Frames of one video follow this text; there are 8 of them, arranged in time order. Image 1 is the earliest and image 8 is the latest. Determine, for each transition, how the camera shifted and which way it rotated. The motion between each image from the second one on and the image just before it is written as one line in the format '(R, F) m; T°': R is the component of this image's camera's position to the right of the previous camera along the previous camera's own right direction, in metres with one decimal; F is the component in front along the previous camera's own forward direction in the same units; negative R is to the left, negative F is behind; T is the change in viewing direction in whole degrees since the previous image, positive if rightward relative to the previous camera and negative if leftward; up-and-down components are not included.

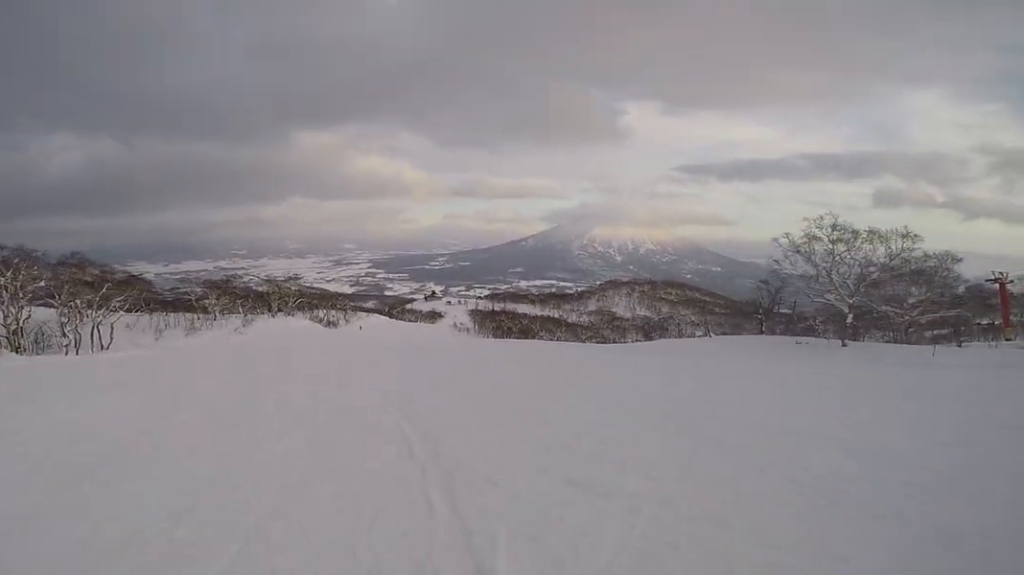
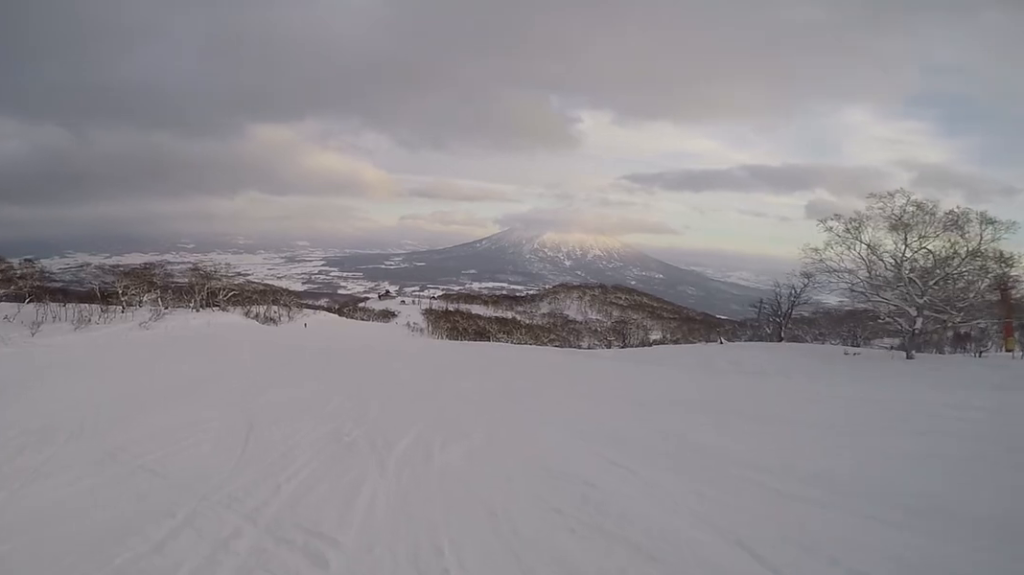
(+0.1, +11.1) m; -5°
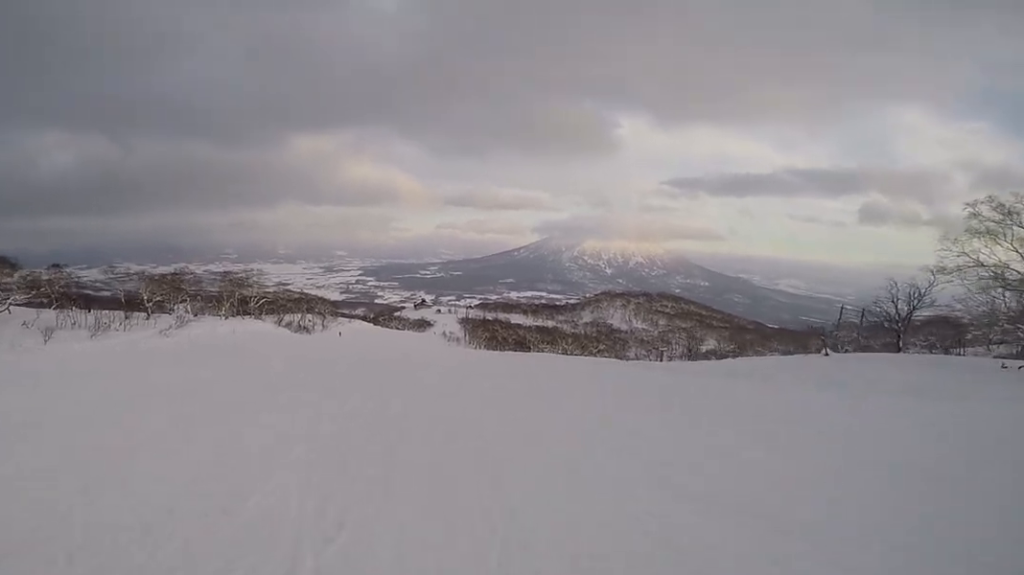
(+0.1, +5.3) m; -5°
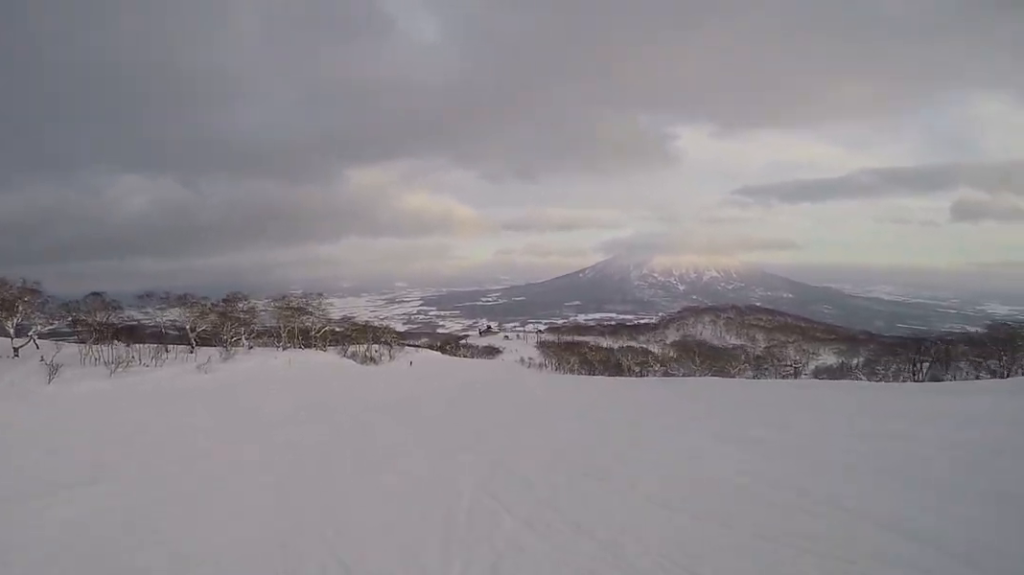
(-1.7, +14.1) m; -2°
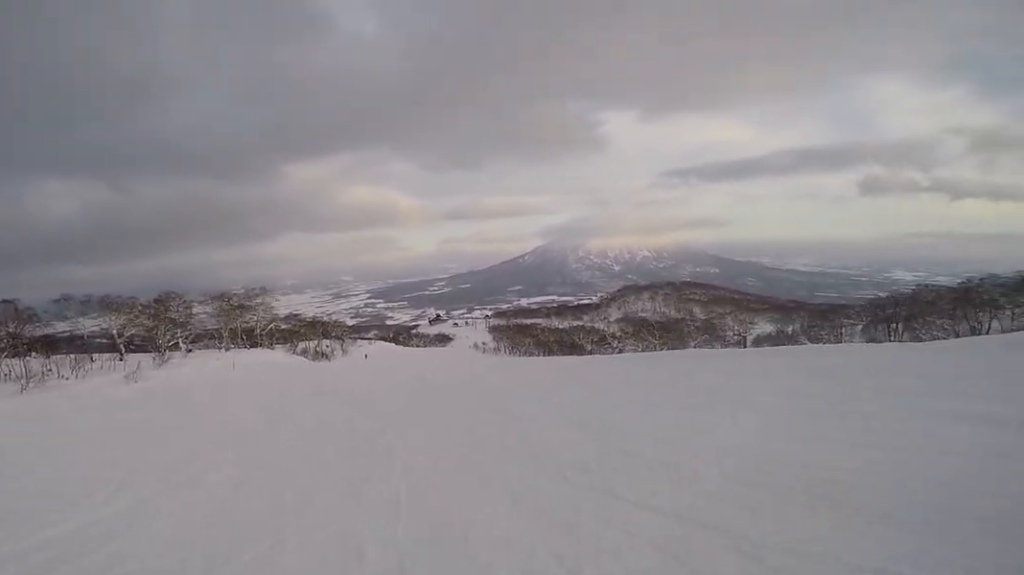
(-0.2, +4.2) m; +4°
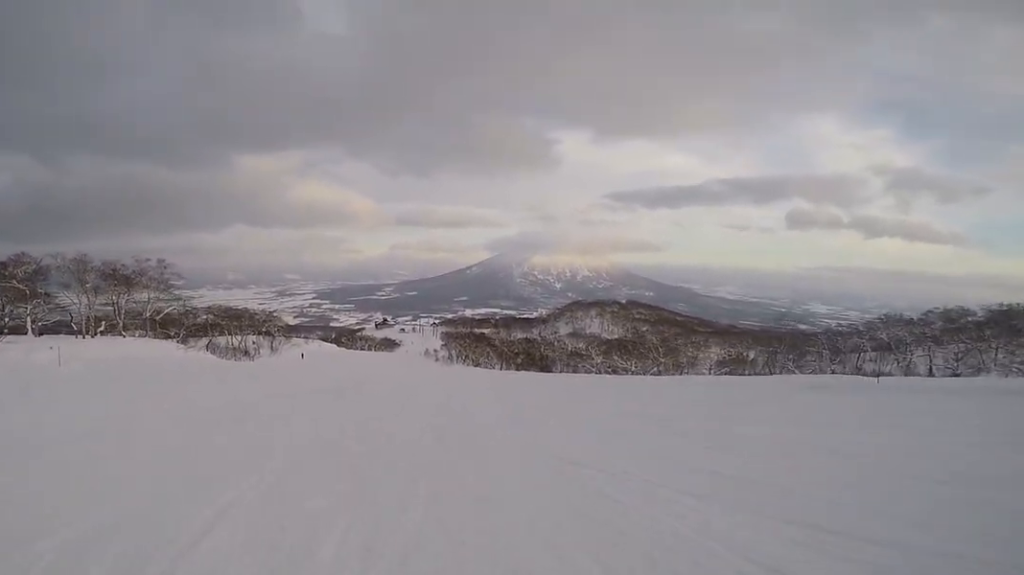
(+2.4, +17.8) m; +9°
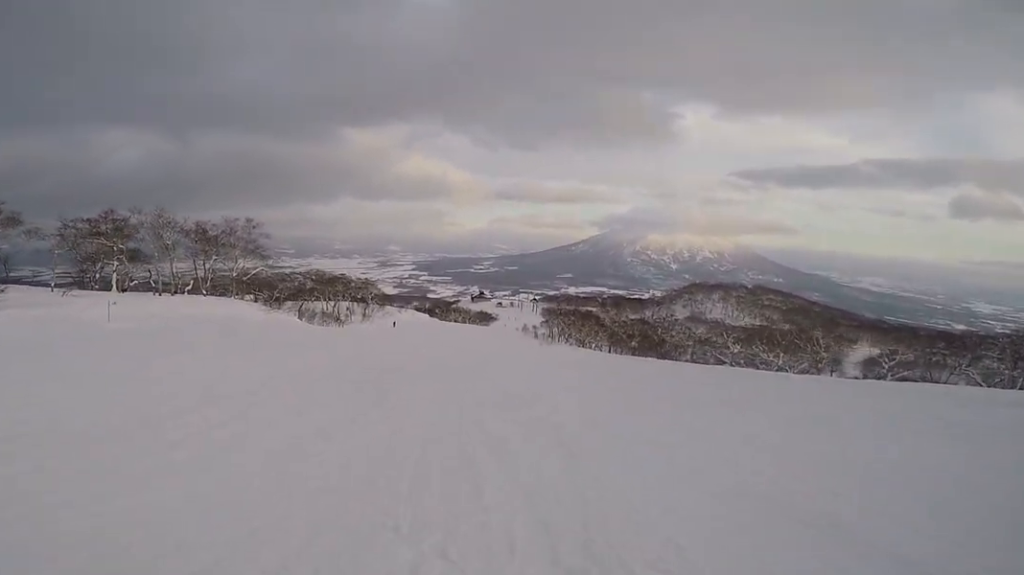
(0.0, +6.5) m; -5°
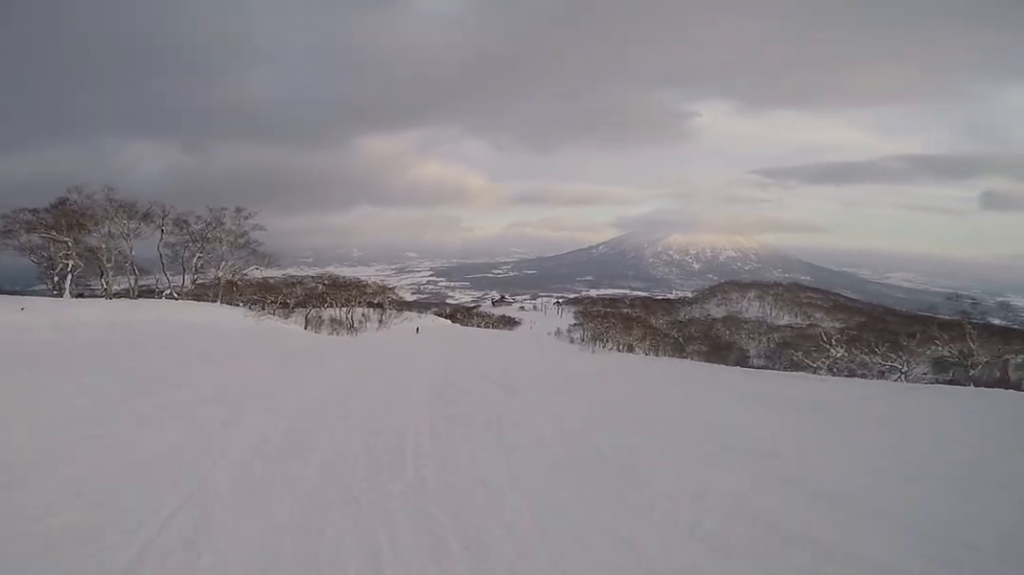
(-1.3, +11.0) m; -5°
